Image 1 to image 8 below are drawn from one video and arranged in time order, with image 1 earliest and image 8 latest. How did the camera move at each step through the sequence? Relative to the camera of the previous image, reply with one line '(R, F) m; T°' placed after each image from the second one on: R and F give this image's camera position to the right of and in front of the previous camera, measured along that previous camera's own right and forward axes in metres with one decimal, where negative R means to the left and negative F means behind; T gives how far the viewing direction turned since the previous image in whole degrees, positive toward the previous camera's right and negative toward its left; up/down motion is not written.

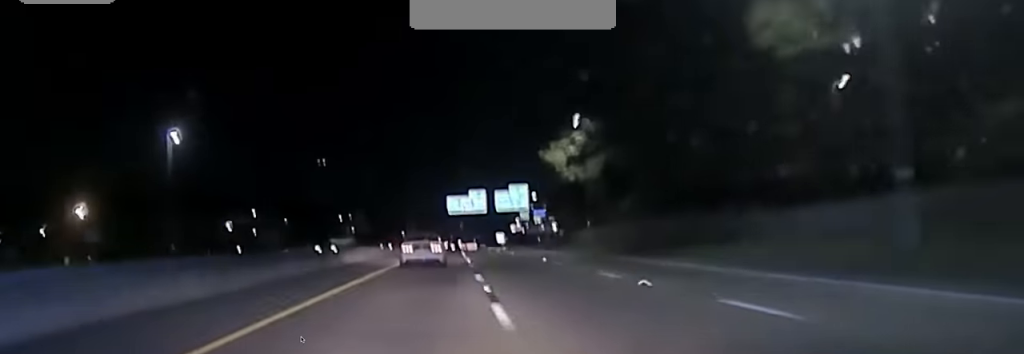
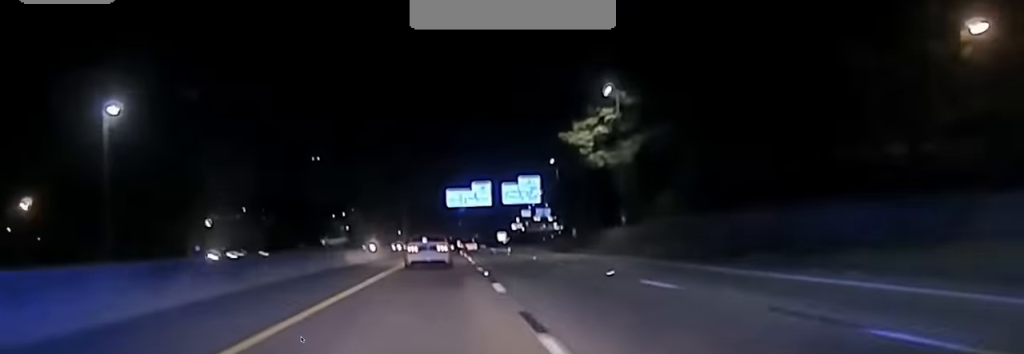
(-0.1, +16.1) m; 0°
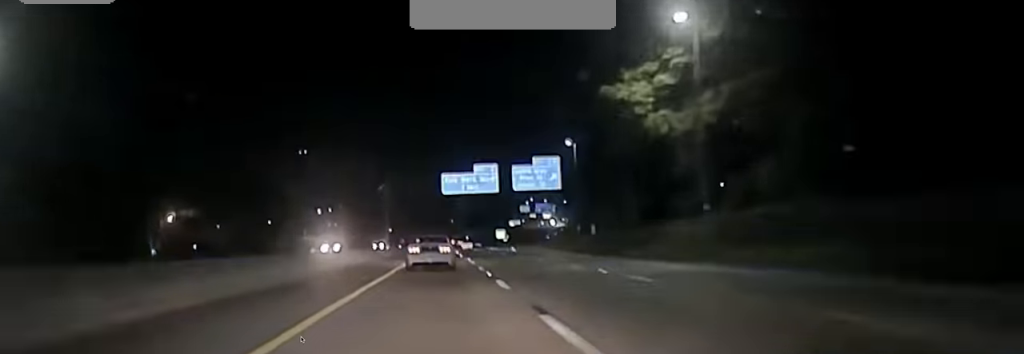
(+0.1, +22.2) m; +1°
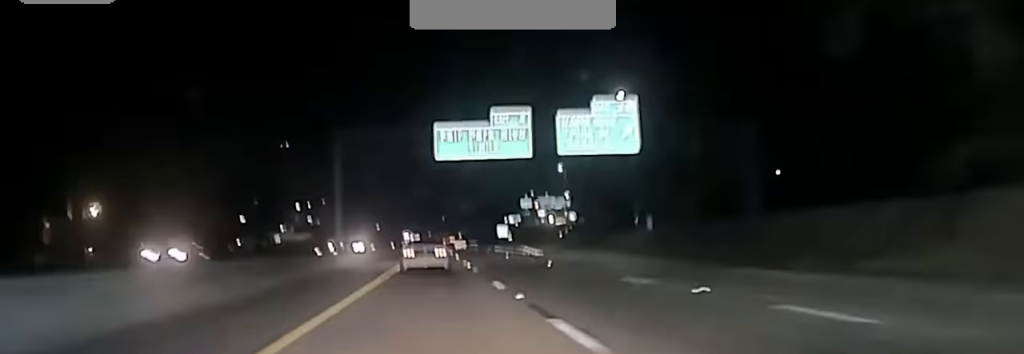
(+0.3, +34.9) m; +1°
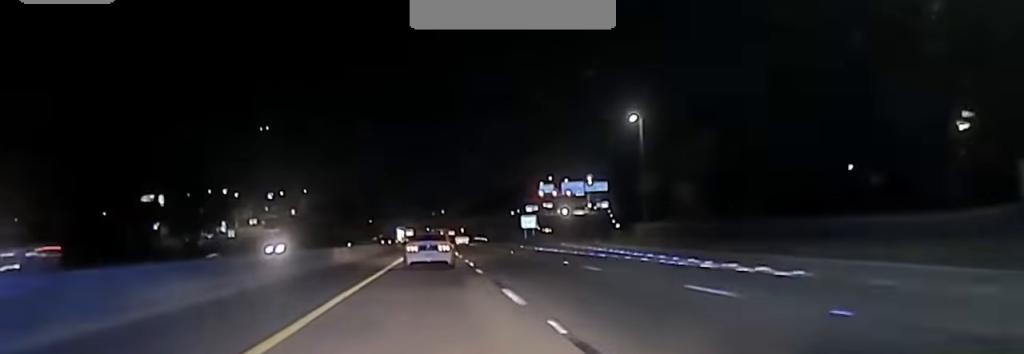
(+0.5, +57.9) m; 0°
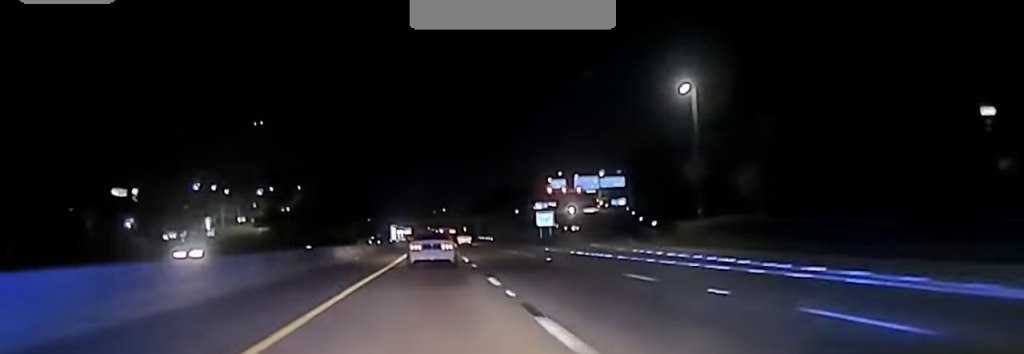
(-0.1, +20.7) m; 0°
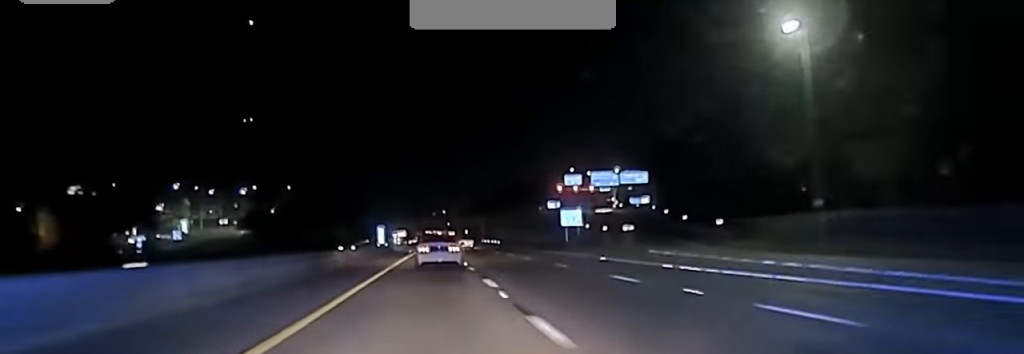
(-0.2, +24.8) m; 0°
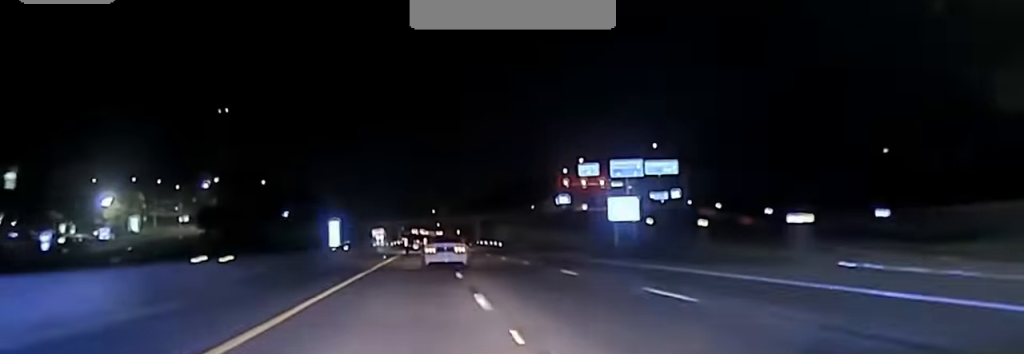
(+0.4, +36.7) m; +1°
